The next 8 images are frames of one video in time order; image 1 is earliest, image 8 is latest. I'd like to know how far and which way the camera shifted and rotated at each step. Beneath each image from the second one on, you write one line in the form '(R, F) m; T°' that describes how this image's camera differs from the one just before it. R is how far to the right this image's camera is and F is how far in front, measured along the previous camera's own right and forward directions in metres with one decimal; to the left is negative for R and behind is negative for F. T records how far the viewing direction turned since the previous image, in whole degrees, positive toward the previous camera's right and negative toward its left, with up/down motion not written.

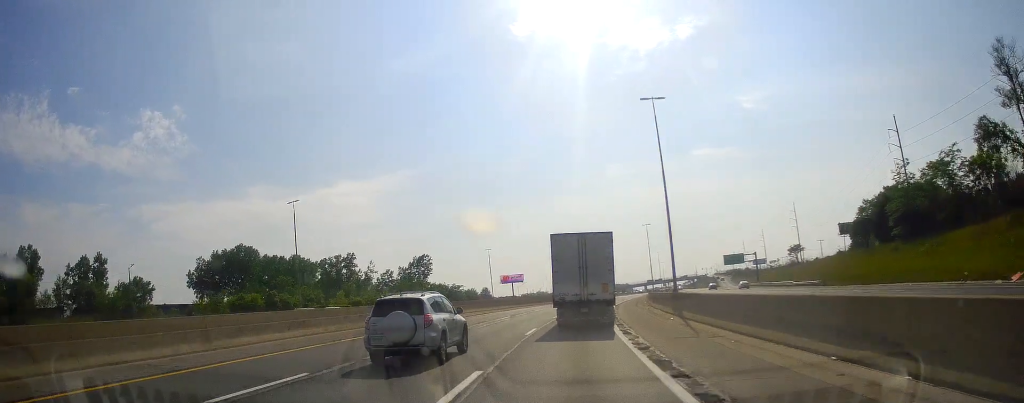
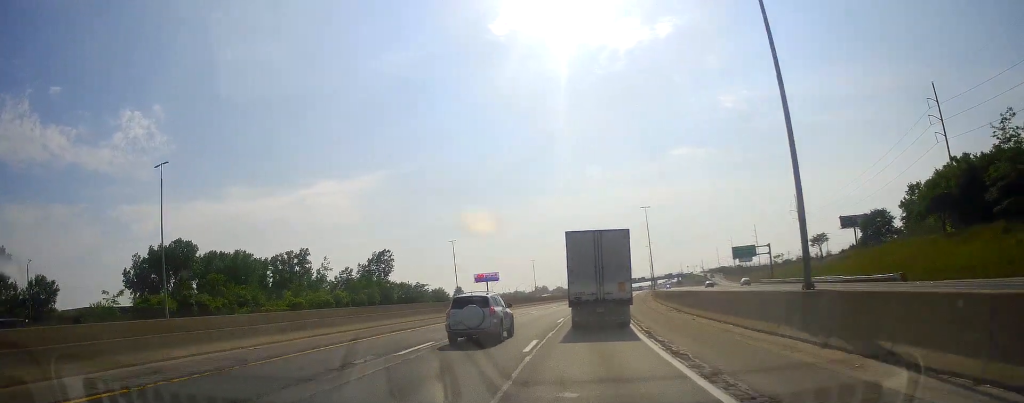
(0.0, +22.9) m; +1°
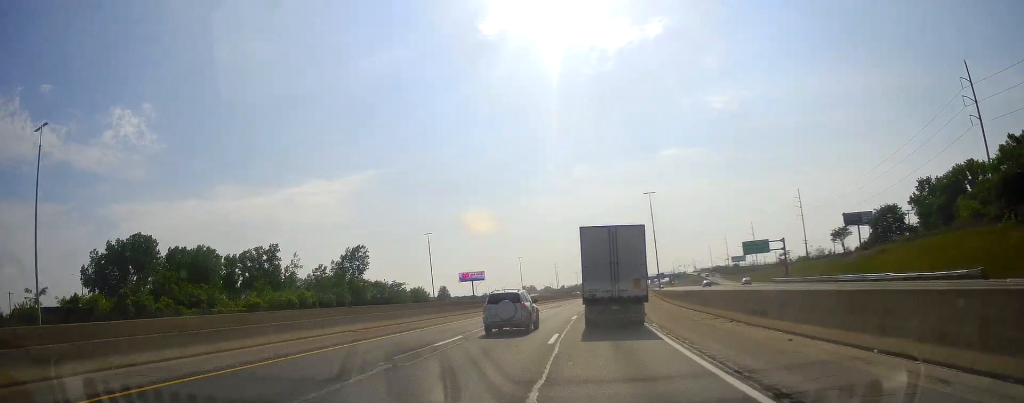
(+0.1, +13.5) m; +2°
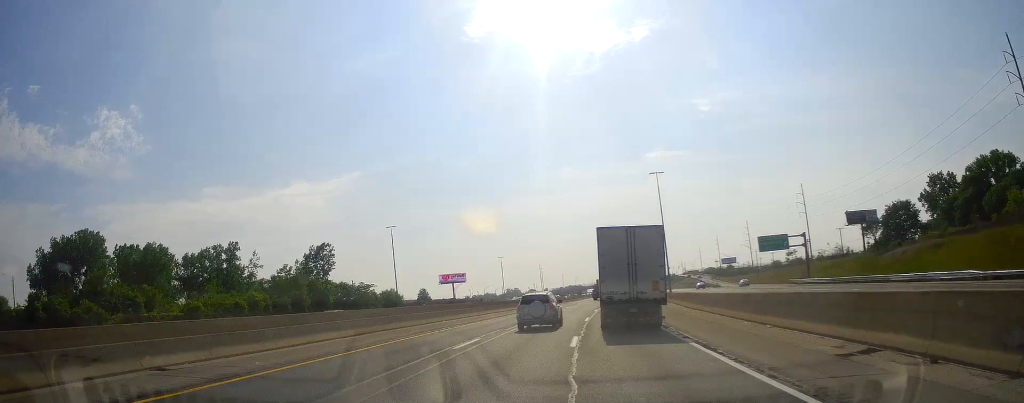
(+0.2, +15.3) m; +2°
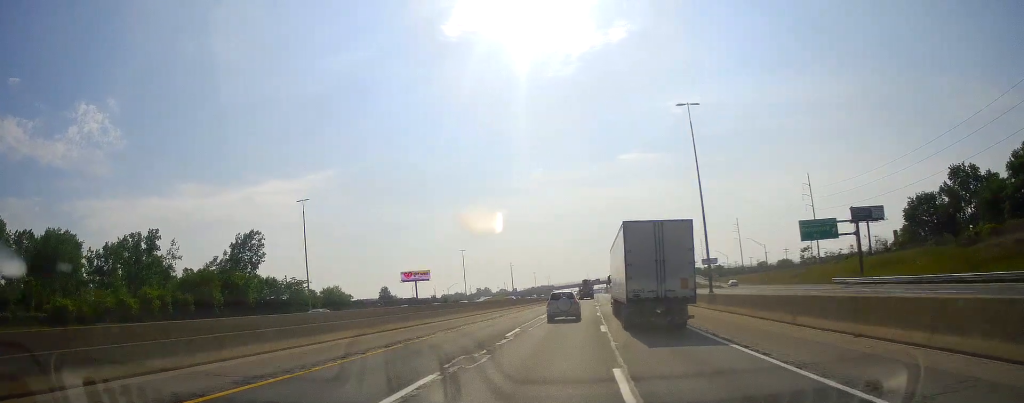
(+0.9, +24.5) m; +3°
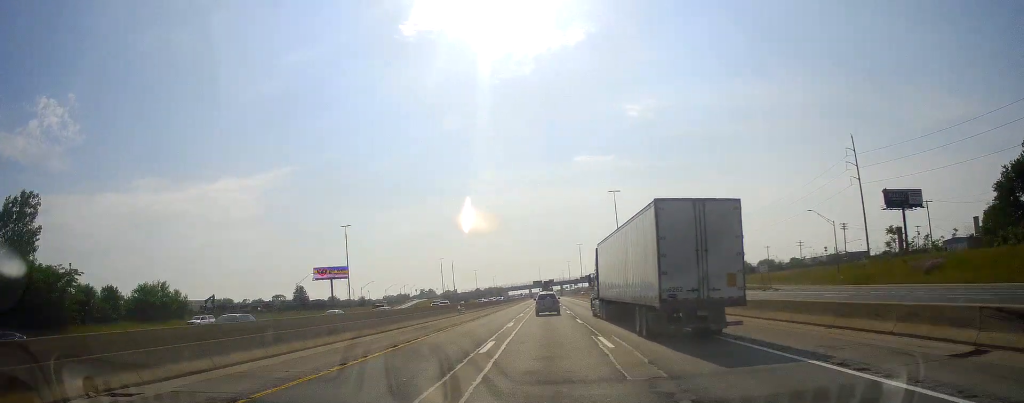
(+1.0, +52.4) m; +3°
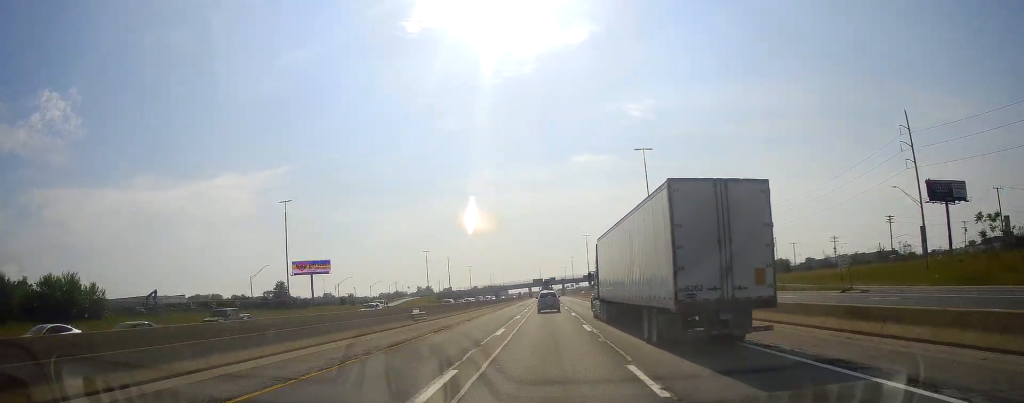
(+0.8, +21.7) m; +2°
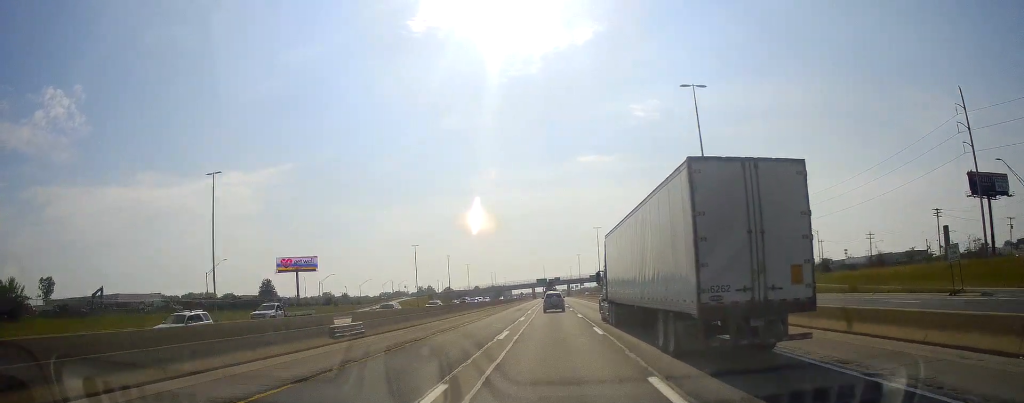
(+0.3, +16.9) m; +1°
